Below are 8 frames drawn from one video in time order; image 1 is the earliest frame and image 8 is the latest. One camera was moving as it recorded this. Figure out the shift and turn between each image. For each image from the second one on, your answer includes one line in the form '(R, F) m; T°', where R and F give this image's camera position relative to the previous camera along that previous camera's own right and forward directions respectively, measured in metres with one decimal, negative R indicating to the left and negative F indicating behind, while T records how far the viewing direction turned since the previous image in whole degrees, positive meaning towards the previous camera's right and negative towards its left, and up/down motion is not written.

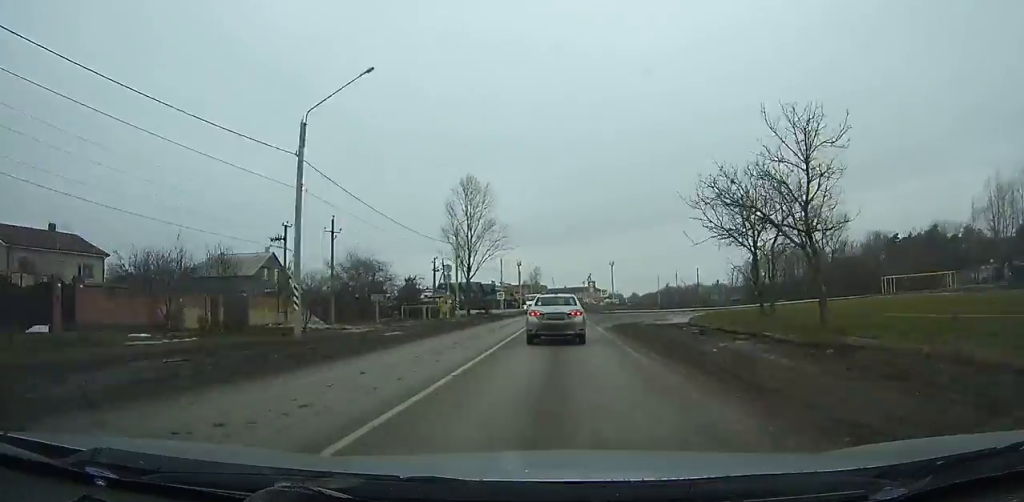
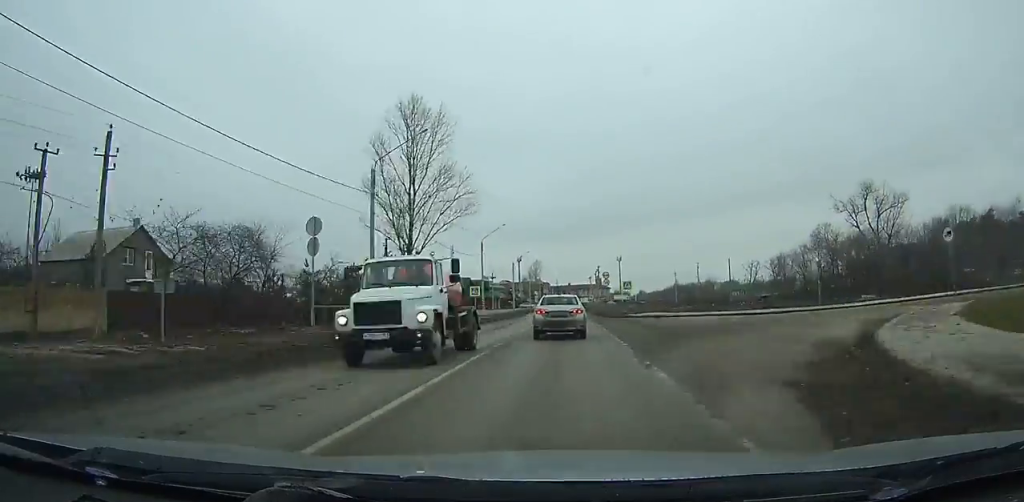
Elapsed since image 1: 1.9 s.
(+0.2, +24.6) m; 0°
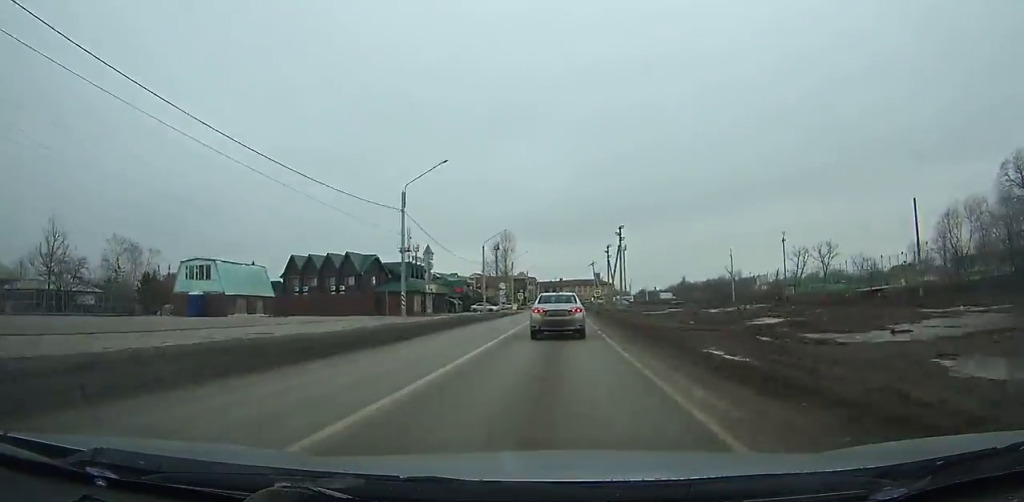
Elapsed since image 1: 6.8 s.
(+0.6, +66.2) m; +1°
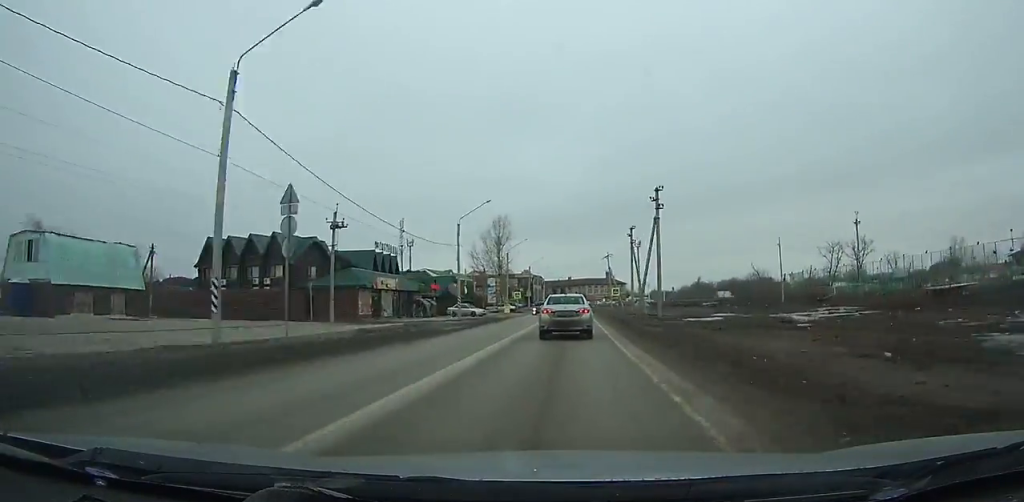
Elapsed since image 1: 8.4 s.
(0.0, +21.7) m; 0°
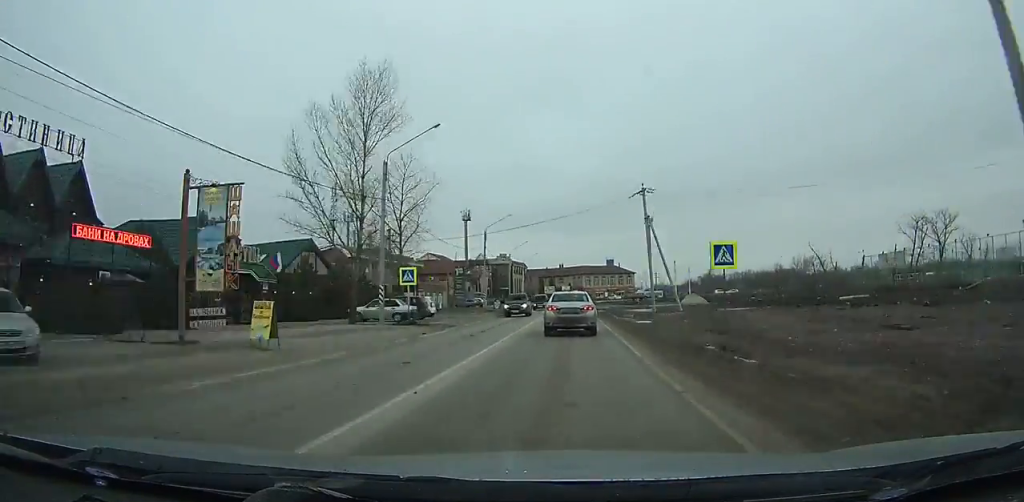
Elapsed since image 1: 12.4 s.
(-0.3, +53.2) m; 0°
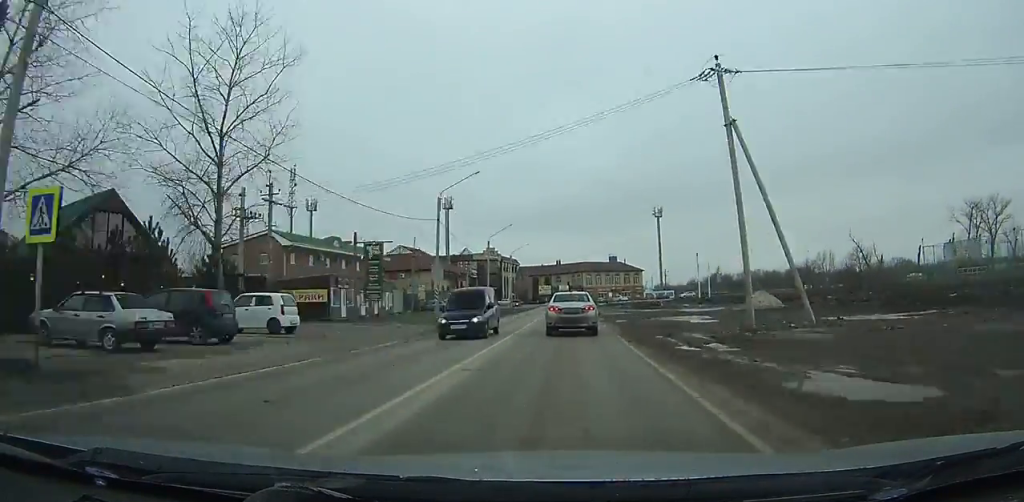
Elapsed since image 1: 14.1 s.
(0.0, +21.6) m; 0°
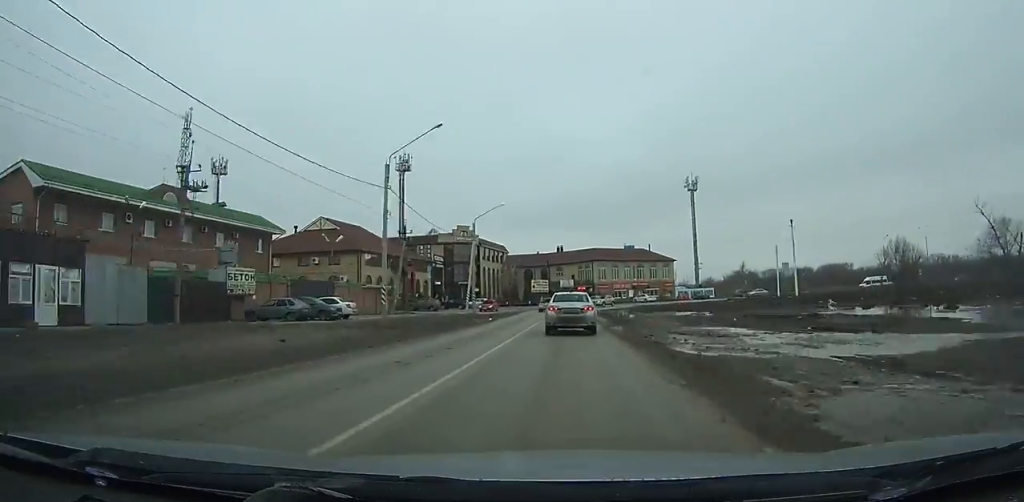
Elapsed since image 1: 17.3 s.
(+0.1, +37.9) m; +1°
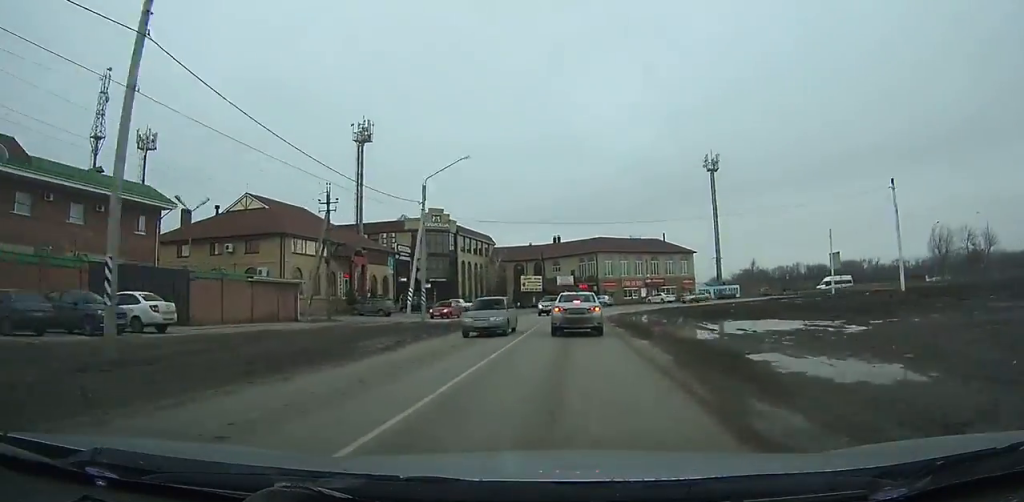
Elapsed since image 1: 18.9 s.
(-0.1, +17.6) m; +1°
